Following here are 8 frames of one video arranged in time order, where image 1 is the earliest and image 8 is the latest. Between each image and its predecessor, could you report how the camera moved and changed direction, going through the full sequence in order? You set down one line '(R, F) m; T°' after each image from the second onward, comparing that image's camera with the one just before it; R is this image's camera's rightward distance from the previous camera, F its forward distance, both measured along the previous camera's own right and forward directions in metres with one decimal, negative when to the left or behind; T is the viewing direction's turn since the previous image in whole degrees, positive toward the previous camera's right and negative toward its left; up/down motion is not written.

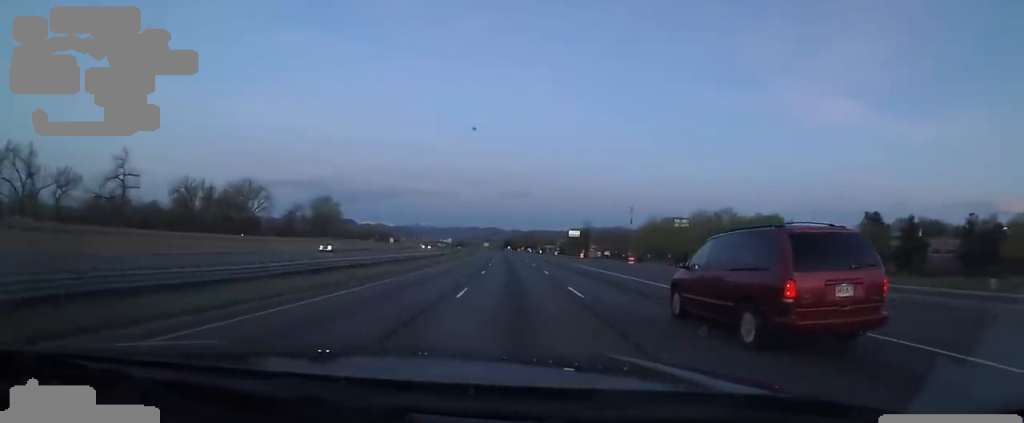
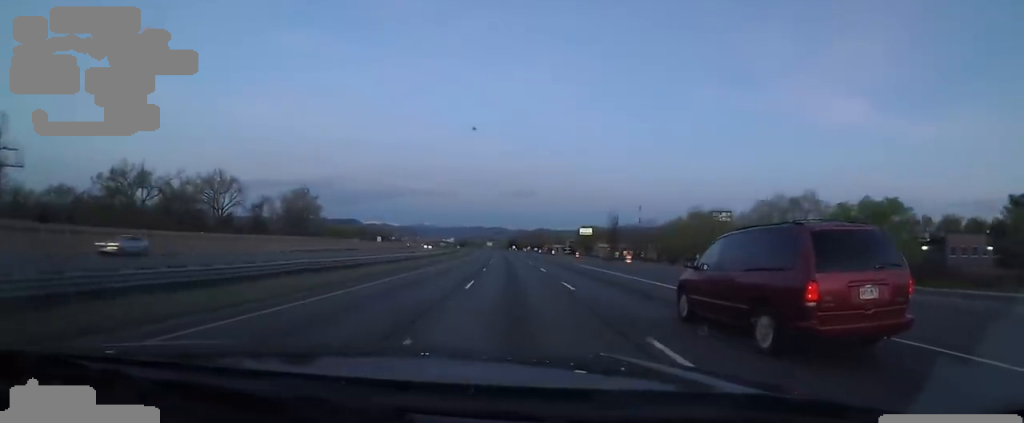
(+0.1, +21.7) m; -1°
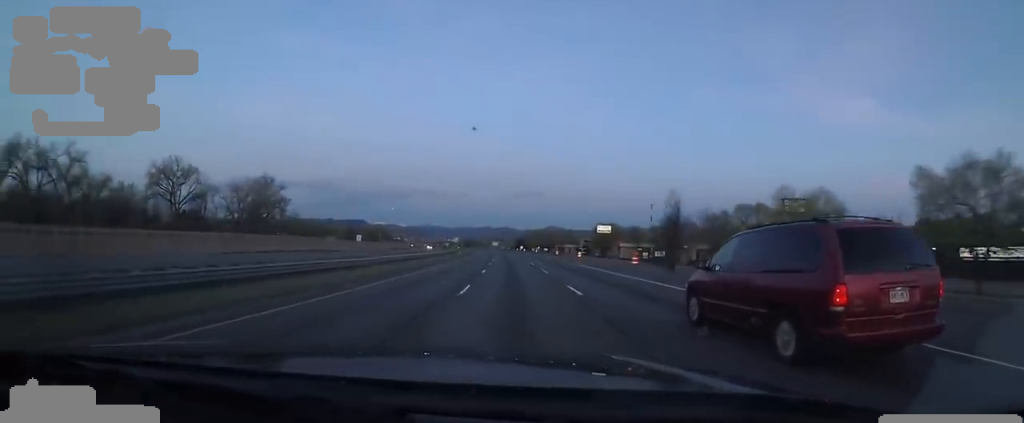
(-0.8, +25.9) m; -2°
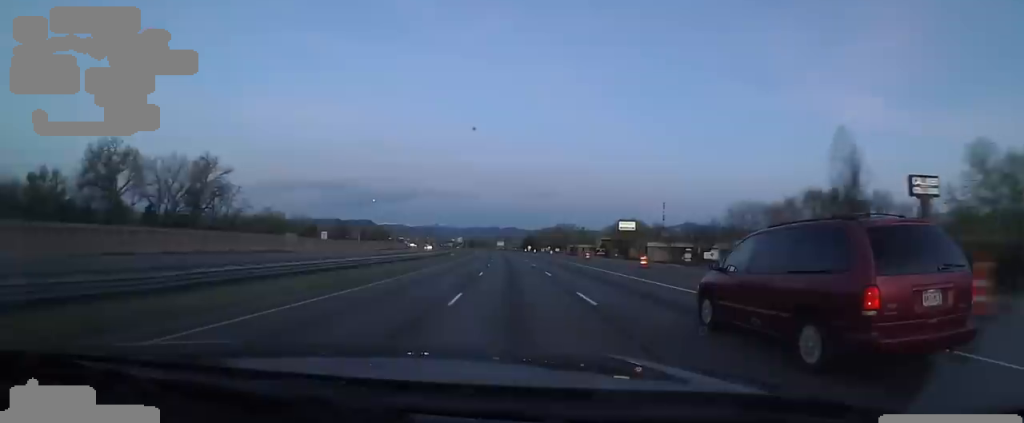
(0.0, +27.1) m; 0°
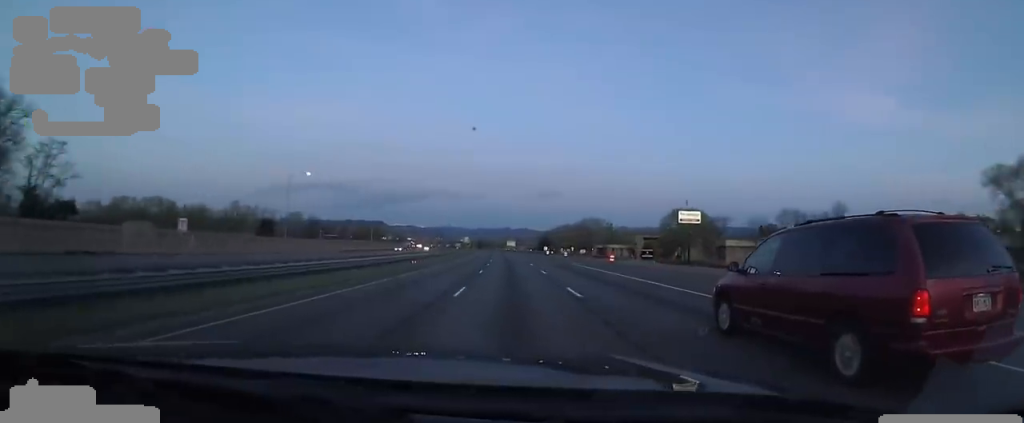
(0.0, +47.2) m; 0°
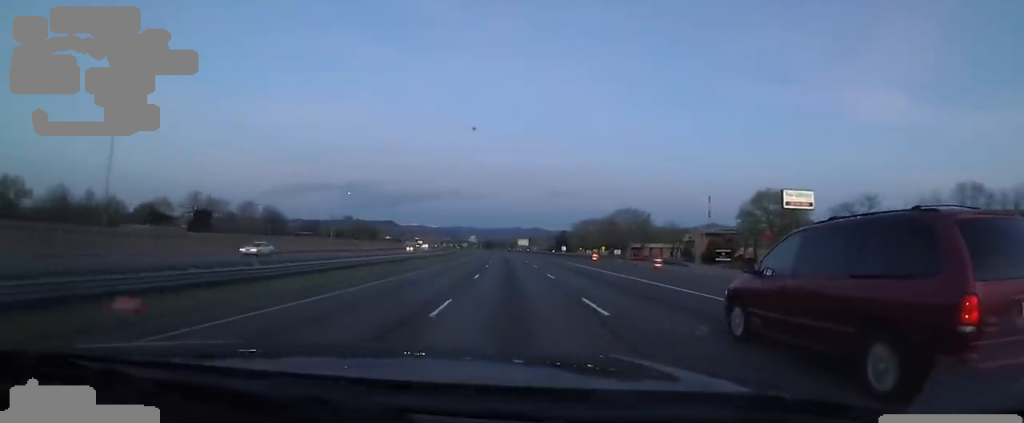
(0.0, +41.3) m; -2°
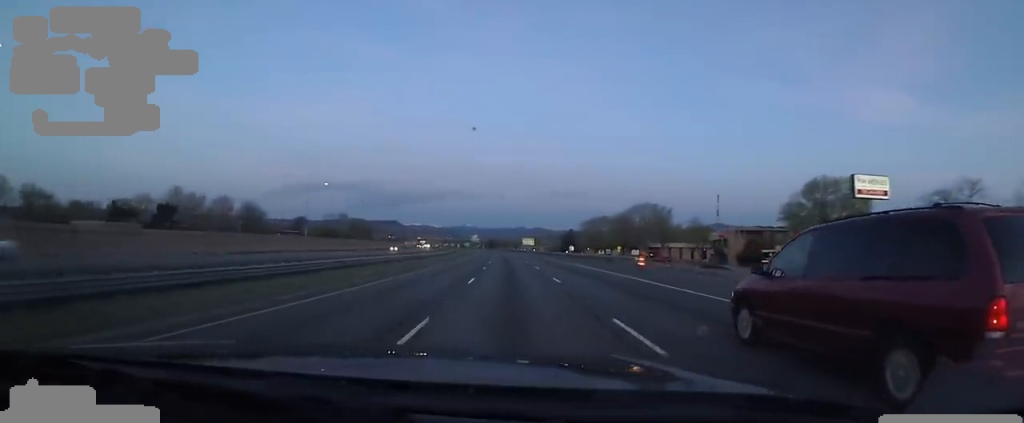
(-0.3, +16.0) m; -1°
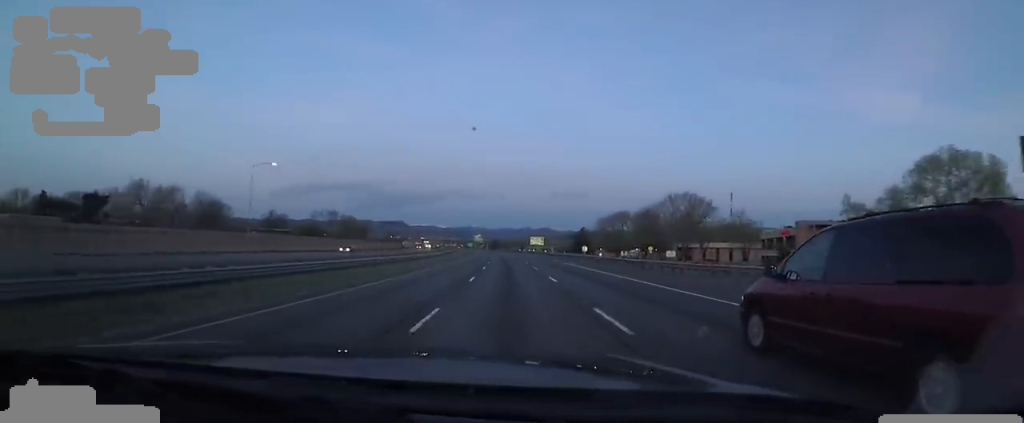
(-0.8, +23.7) m; -2°
